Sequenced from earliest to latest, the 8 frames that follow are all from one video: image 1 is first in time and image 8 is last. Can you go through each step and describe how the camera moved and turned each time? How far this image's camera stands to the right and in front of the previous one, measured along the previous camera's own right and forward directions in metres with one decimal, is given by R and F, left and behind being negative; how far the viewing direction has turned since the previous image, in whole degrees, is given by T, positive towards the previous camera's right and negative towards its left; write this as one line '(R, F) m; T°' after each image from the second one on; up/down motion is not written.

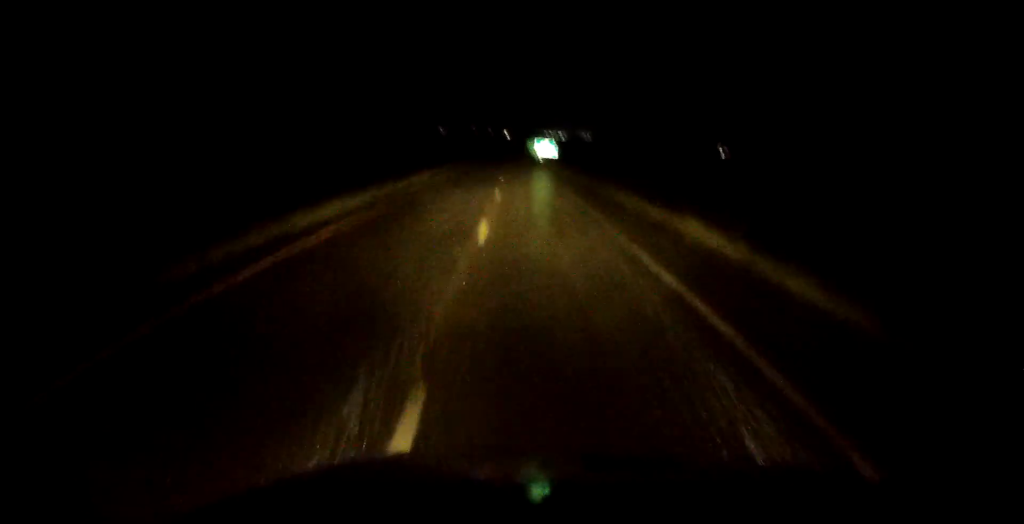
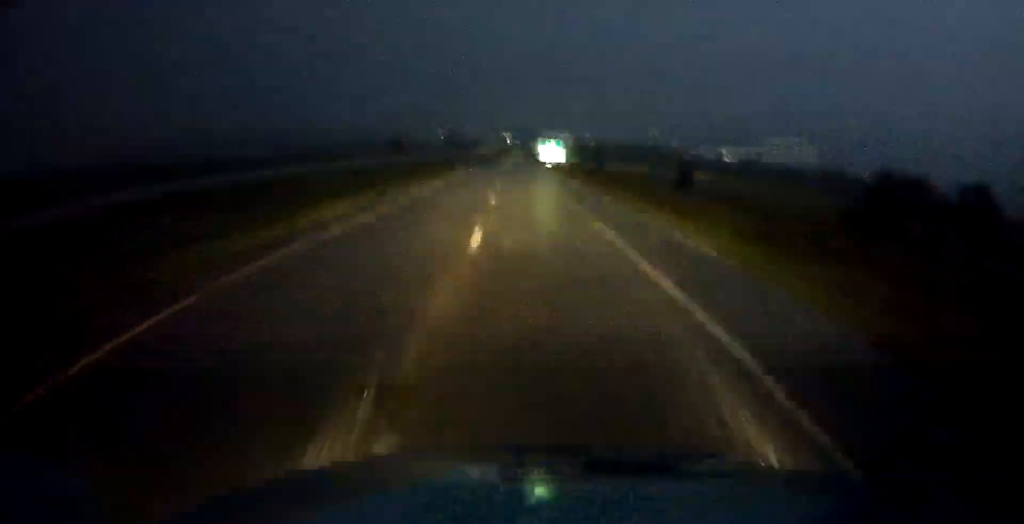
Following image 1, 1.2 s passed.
(0.0, +38.1) m; 0°
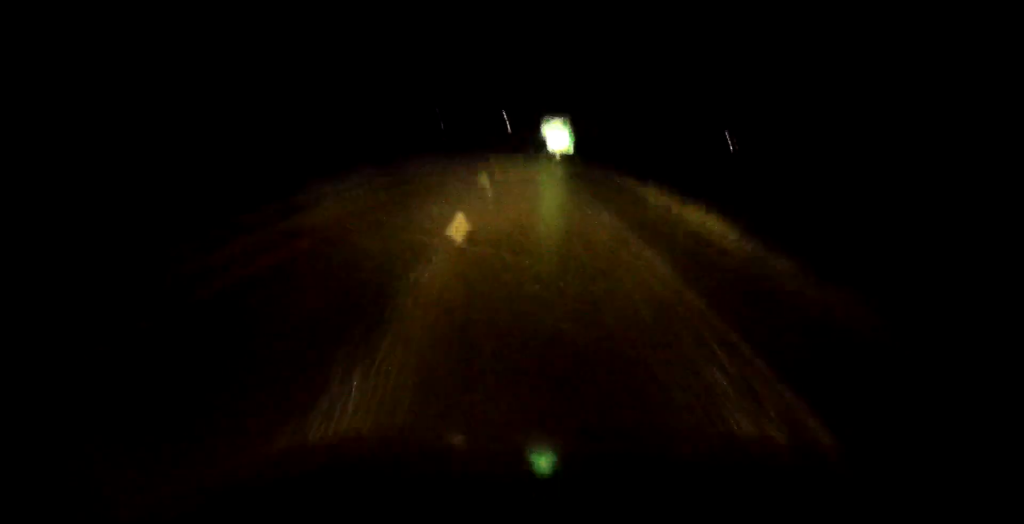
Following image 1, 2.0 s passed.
(-0.1, +26.4) m; 0°
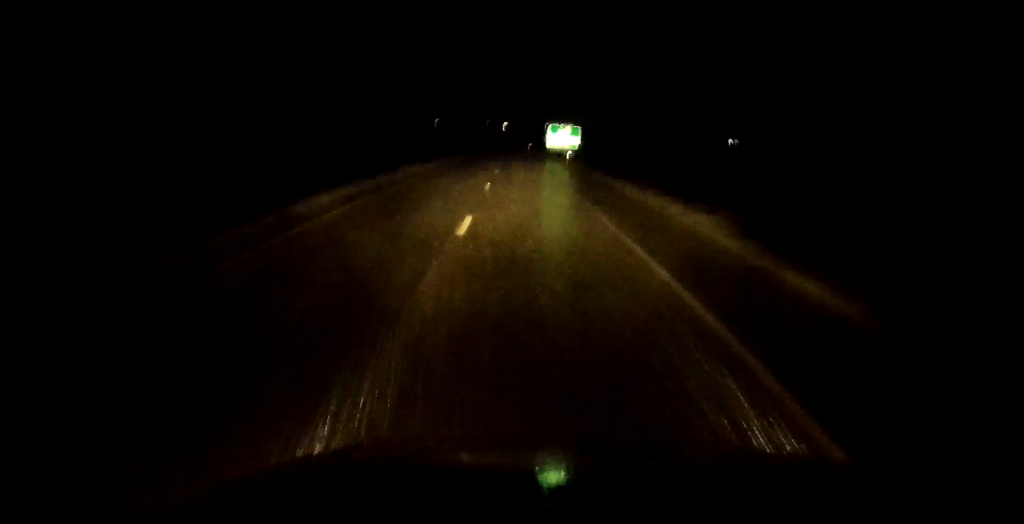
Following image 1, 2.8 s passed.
(0.0, +23.2) m; 0°
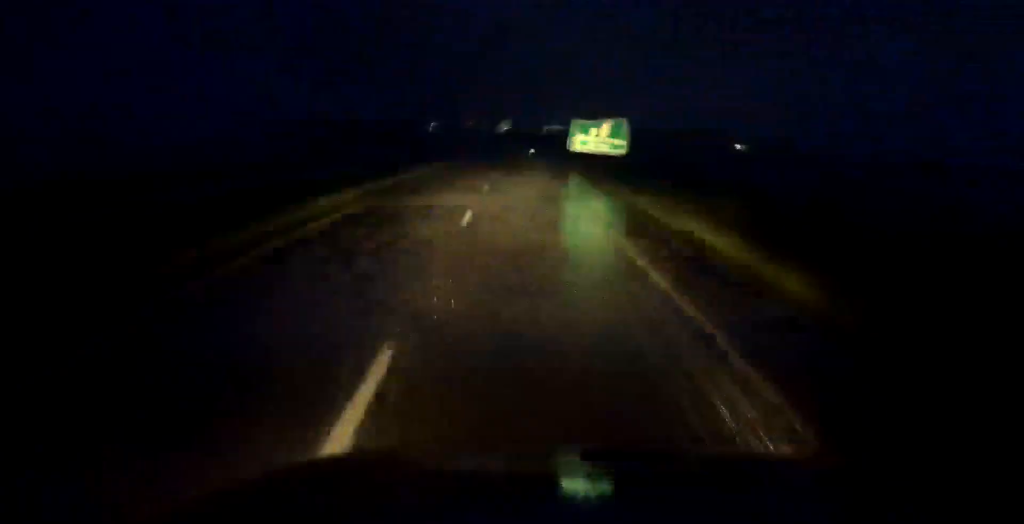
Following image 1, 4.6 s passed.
(0.0, +59.0) m; 0°
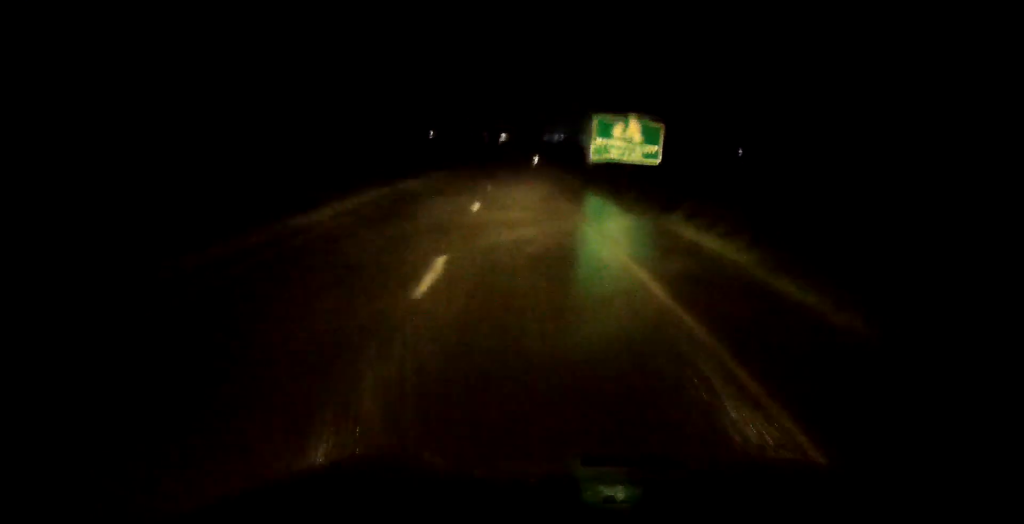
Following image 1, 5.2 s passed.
(+0.1, +18.9) m; 0°
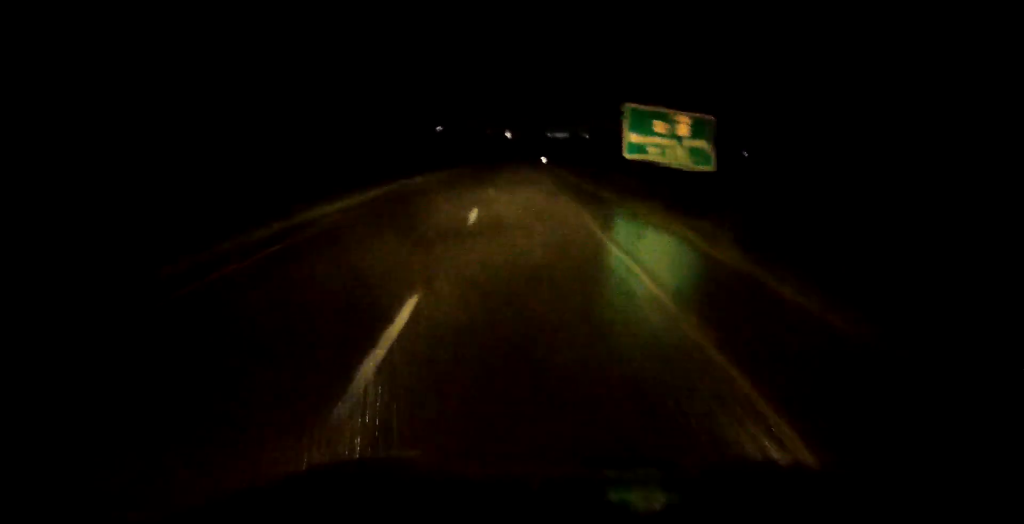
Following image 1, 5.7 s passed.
(0.0, +15.7) m; 0°
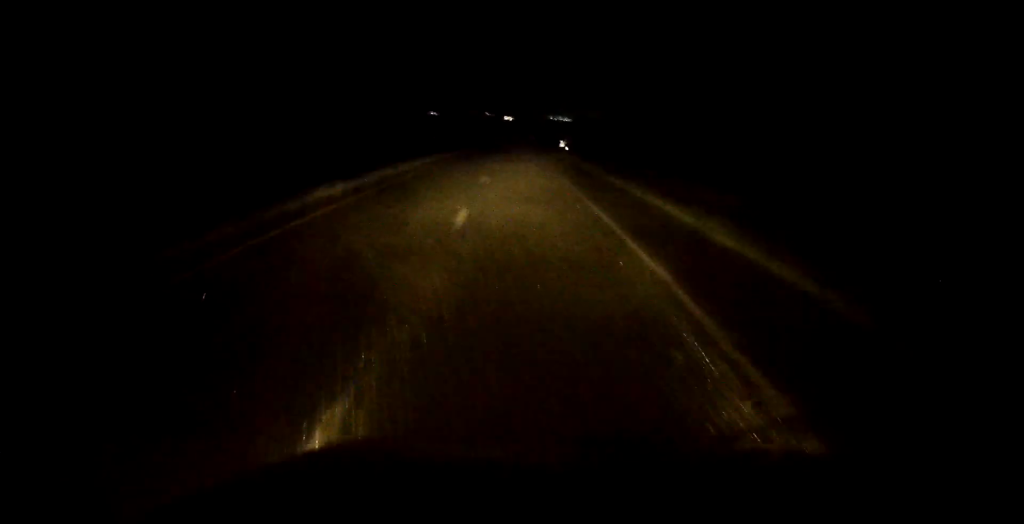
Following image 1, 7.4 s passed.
(-0.3, +53.3) m; -1°
